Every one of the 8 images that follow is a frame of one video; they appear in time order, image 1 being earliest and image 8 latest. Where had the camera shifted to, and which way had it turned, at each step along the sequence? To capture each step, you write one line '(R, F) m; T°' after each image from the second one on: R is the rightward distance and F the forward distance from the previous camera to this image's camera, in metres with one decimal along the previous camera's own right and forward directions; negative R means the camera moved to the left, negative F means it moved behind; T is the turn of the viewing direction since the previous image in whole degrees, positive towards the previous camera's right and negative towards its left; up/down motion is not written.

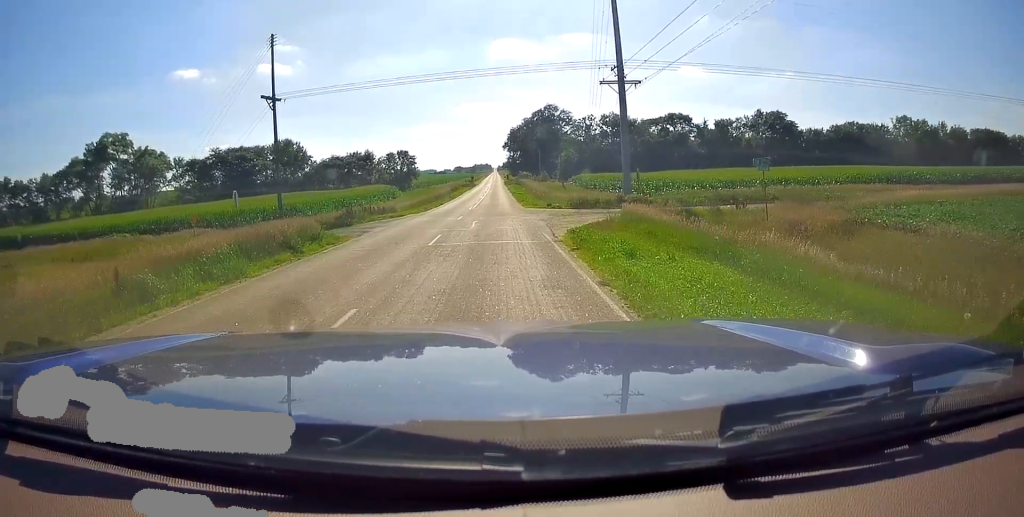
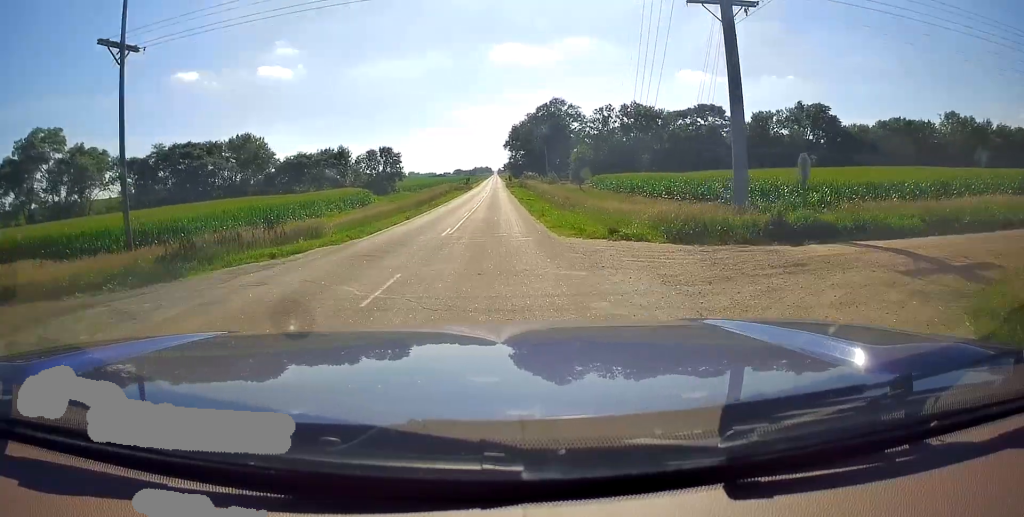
(0.0, +20.6) m; 0°
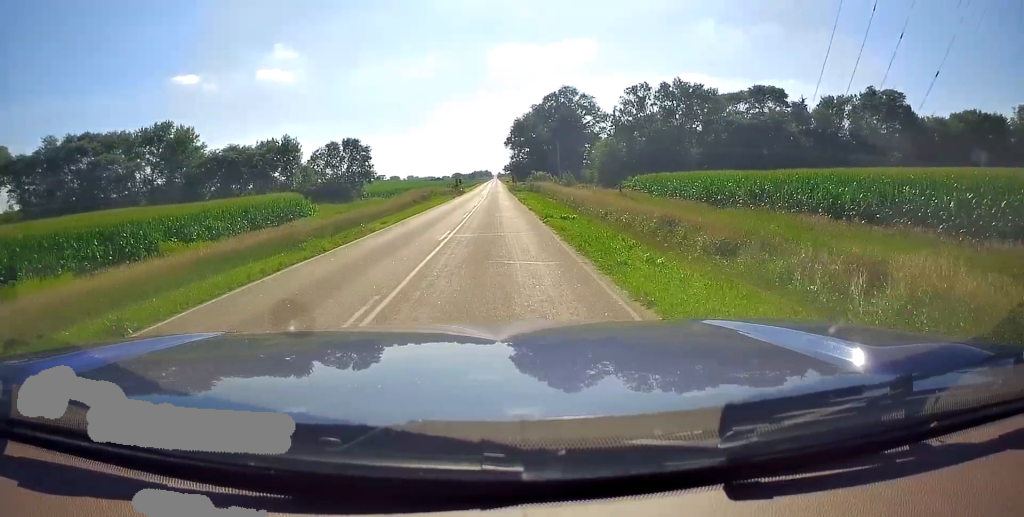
(0.0, +26.4) m; -1°
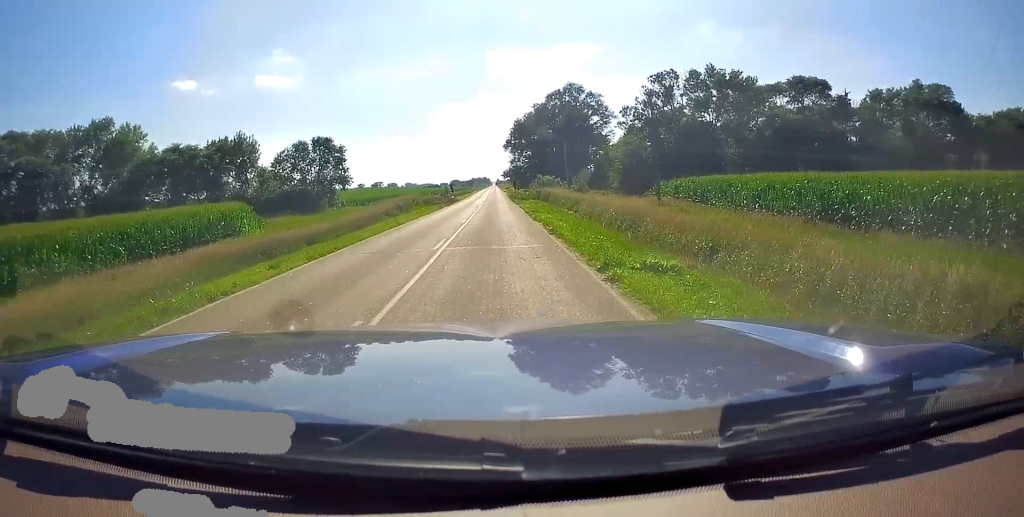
(0.0, +13.3) m; -1°
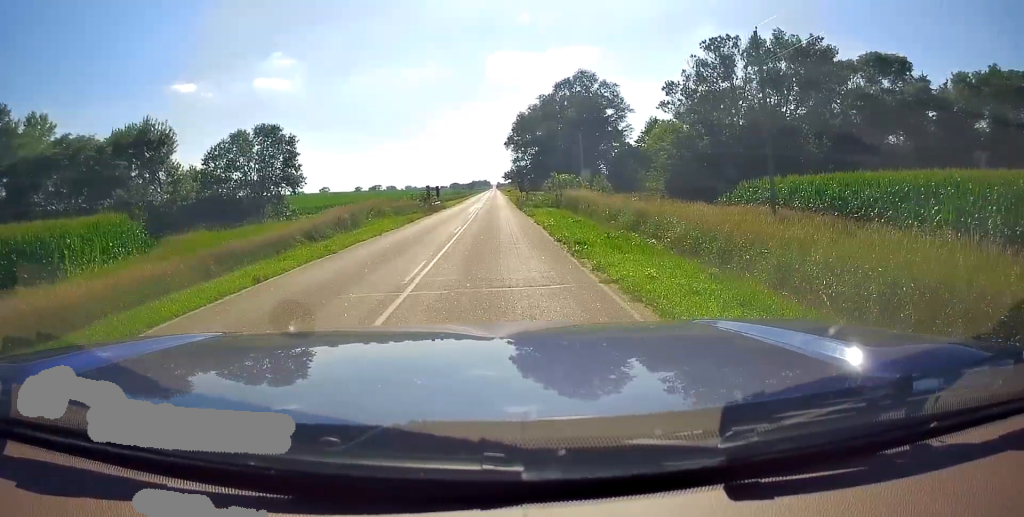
(-0.4, +17.4) m; 0°
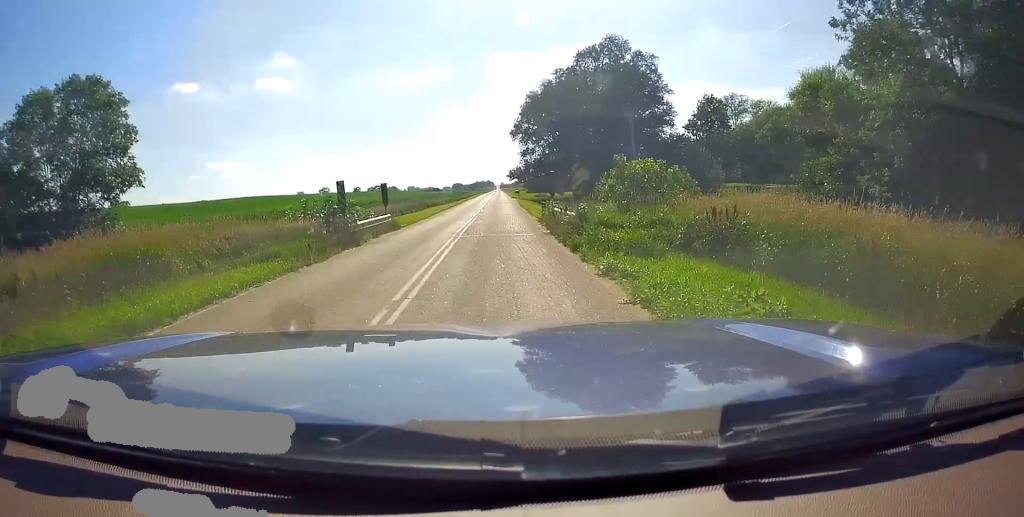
(+0.6, +27.2) m; +1°
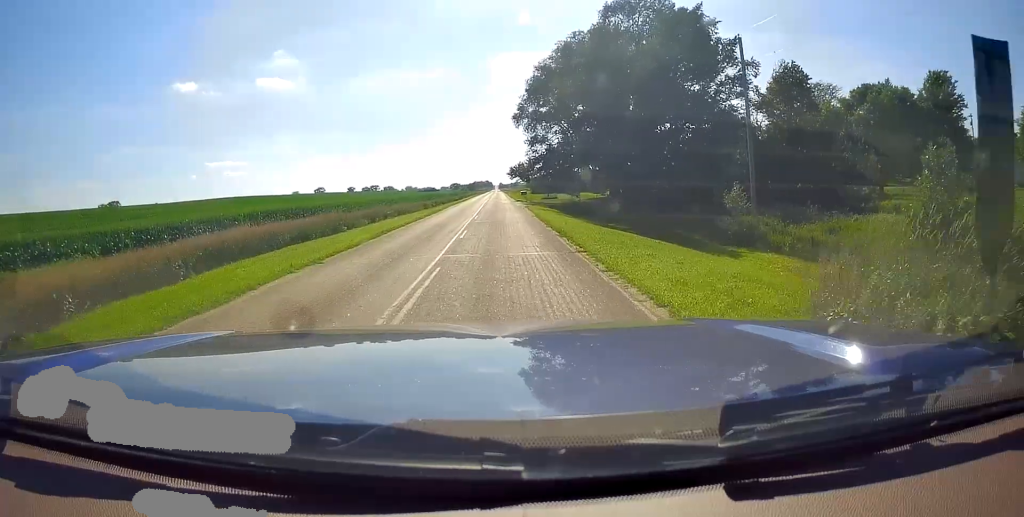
(0.0, +24.1) m; 0°
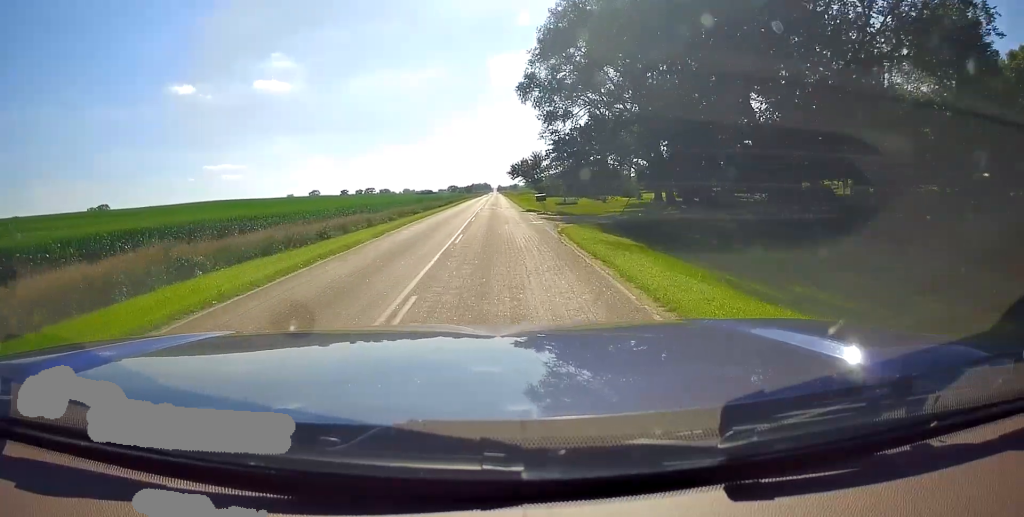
(0.0, +25.9) m; 0°
